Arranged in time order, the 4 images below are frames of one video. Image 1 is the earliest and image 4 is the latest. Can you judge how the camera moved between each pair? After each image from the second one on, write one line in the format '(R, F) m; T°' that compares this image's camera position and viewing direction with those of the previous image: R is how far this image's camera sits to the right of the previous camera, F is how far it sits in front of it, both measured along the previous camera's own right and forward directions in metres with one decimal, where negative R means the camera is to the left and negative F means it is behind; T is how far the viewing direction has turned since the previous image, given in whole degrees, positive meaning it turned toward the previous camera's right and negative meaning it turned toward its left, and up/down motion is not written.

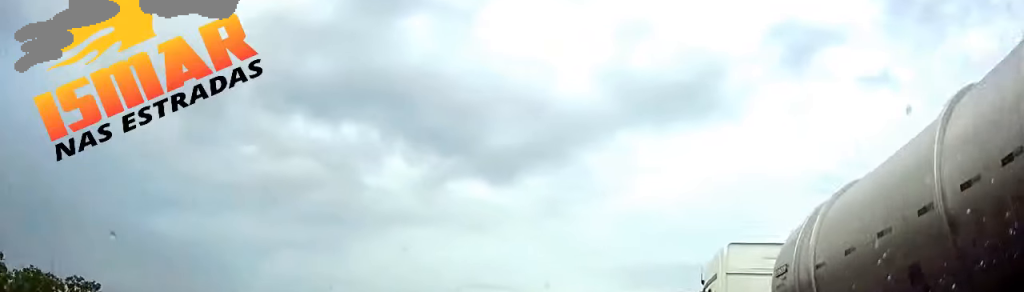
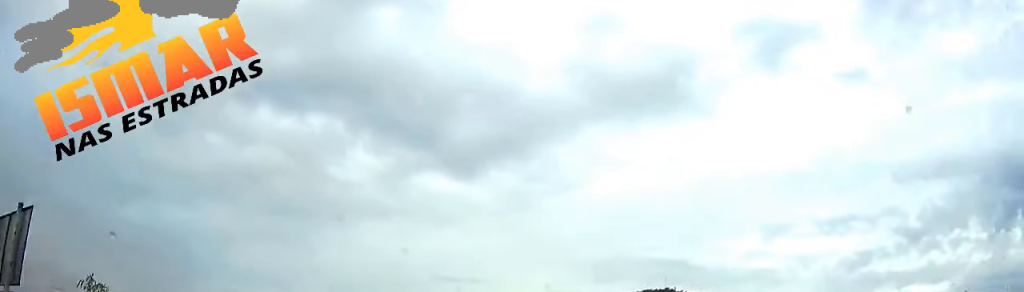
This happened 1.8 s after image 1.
(+0.8, +35.4) m; +3°
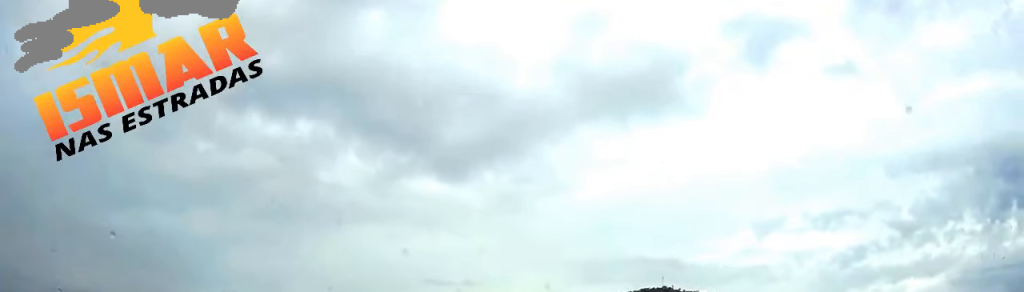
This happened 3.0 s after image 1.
(+0.4, +25.1) m; +1°
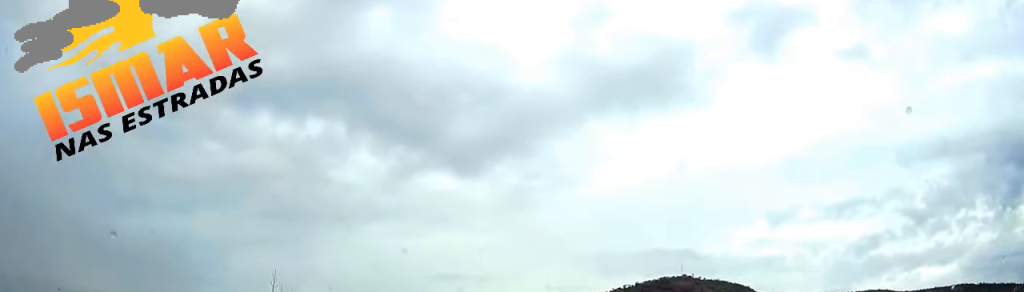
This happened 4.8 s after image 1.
(-0.3, +37.3) m; -1°
